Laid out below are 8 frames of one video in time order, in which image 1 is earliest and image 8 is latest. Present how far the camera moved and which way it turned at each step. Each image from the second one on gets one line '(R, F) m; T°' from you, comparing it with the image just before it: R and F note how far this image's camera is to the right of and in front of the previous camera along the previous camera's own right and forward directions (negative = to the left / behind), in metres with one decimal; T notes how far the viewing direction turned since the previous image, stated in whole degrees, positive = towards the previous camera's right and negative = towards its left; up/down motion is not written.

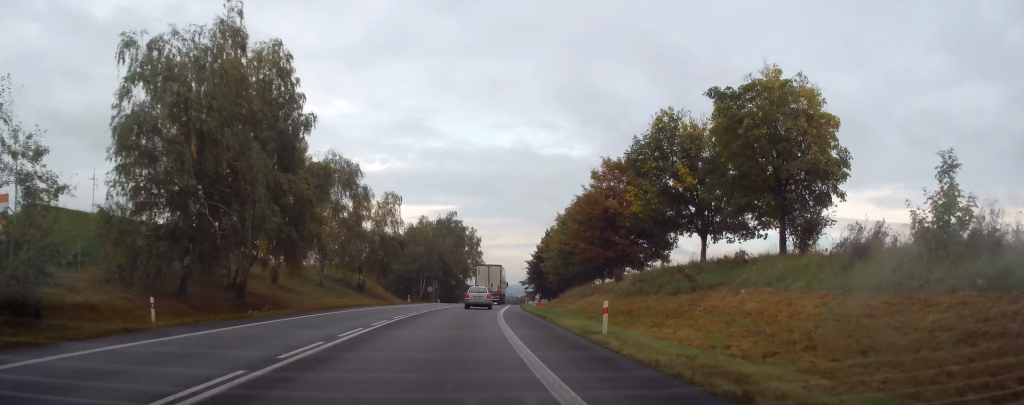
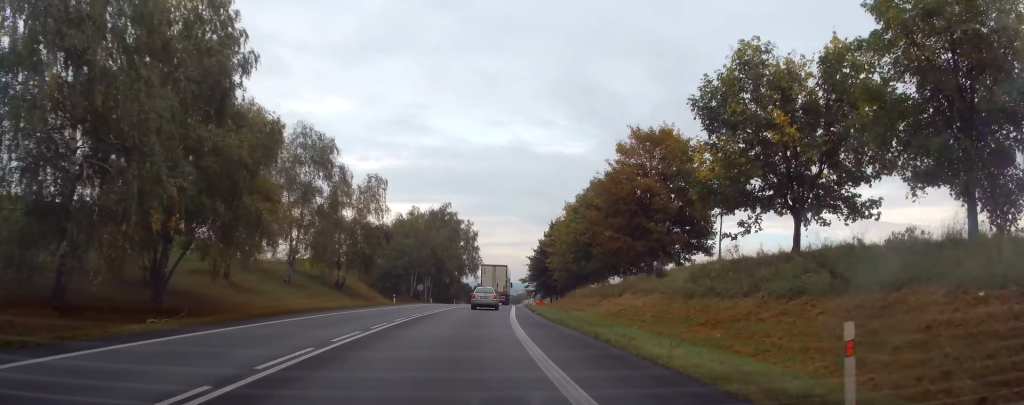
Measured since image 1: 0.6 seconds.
(0.0, +10.4) m; +1°
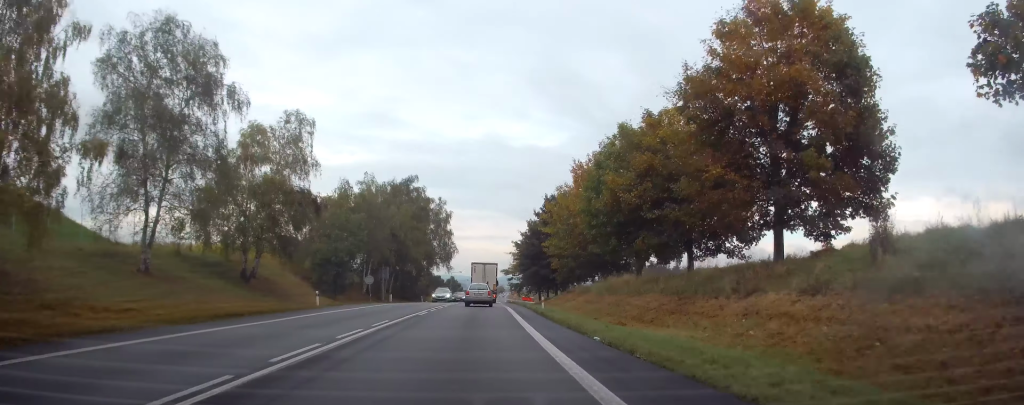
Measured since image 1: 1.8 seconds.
(+0.2, +21.6) m; +2°
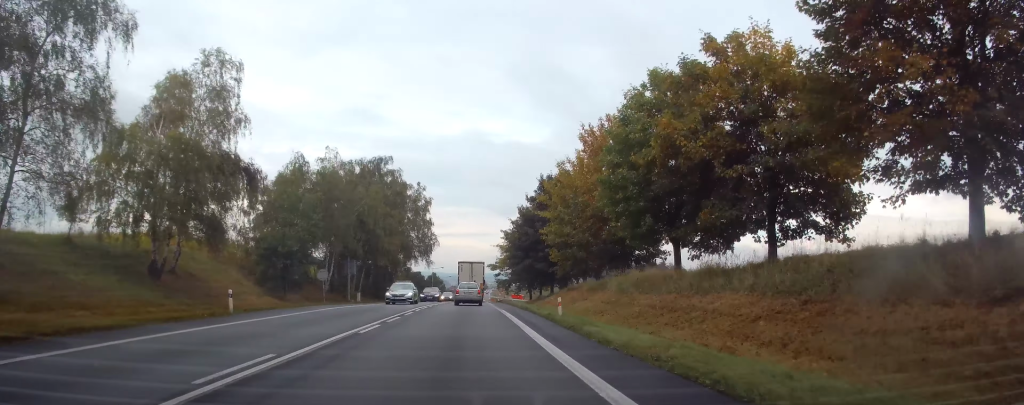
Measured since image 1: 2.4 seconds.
(+0.1, +11.2) m; +1°
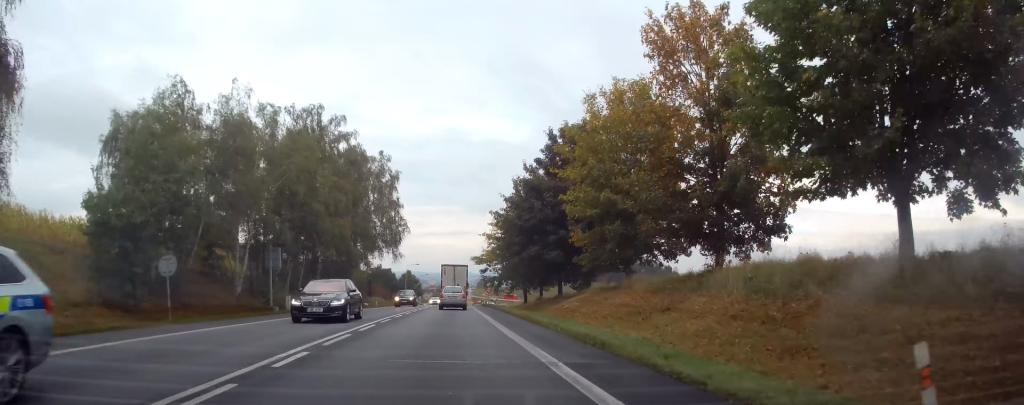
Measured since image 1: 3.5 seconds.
(+0.3, +19.3) m; +1°
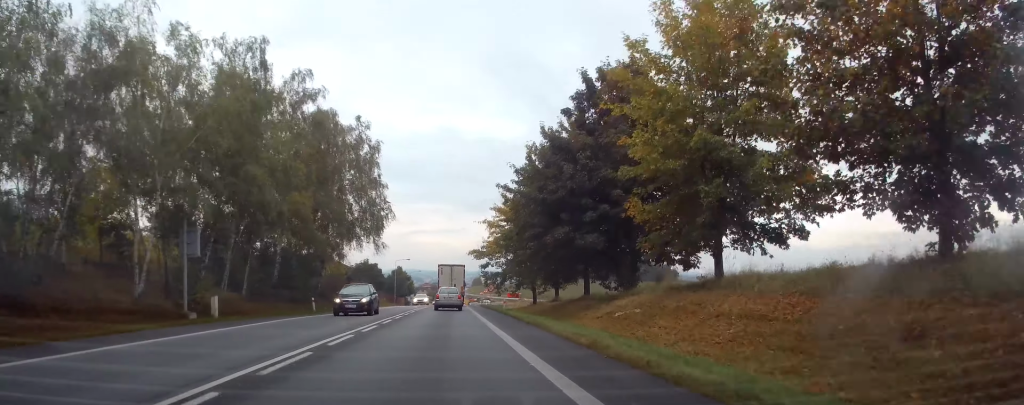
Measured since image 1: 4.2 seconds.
(0.0, +12.9) m; +1°
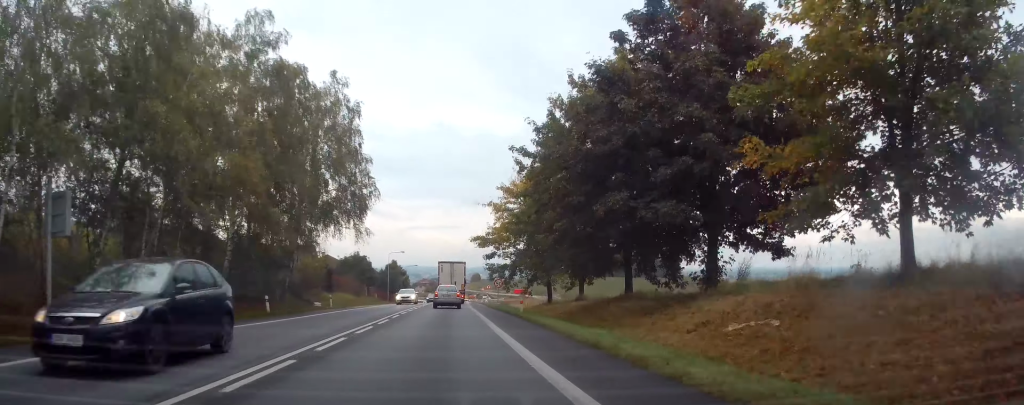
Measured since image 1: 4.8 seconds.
(+0.2, +10.4) m; +1°
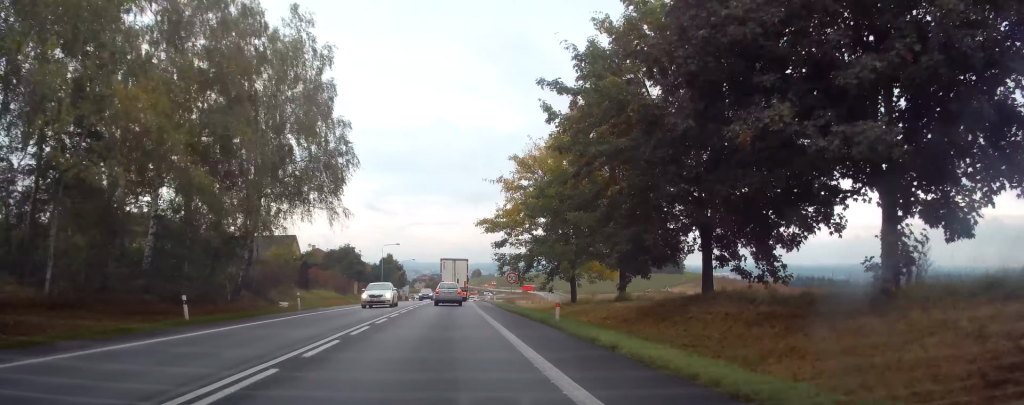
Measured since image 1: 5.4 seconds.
(+0.1, +10.2) m; 0°
